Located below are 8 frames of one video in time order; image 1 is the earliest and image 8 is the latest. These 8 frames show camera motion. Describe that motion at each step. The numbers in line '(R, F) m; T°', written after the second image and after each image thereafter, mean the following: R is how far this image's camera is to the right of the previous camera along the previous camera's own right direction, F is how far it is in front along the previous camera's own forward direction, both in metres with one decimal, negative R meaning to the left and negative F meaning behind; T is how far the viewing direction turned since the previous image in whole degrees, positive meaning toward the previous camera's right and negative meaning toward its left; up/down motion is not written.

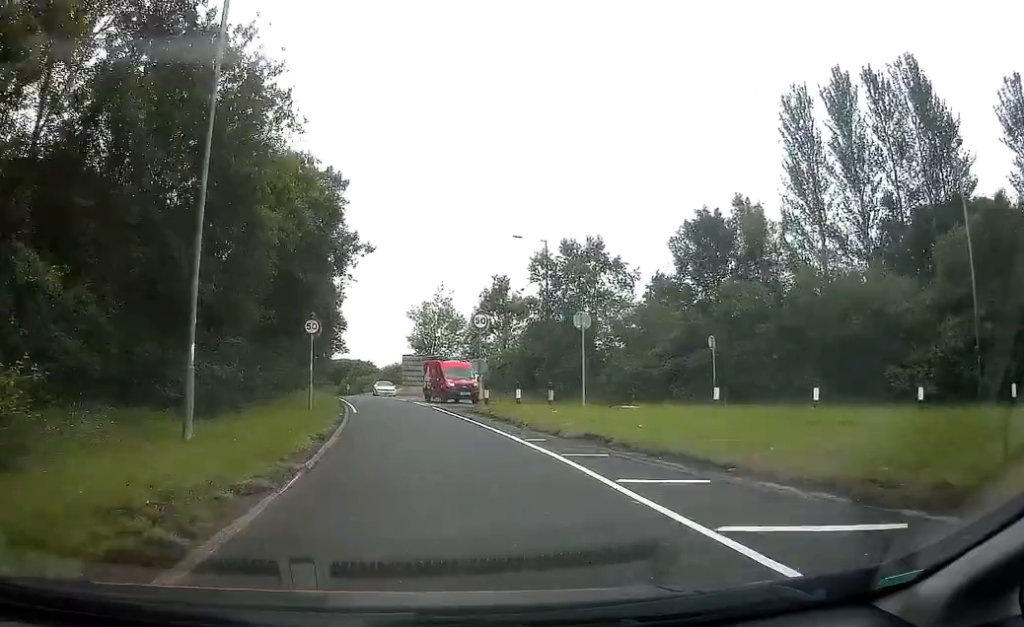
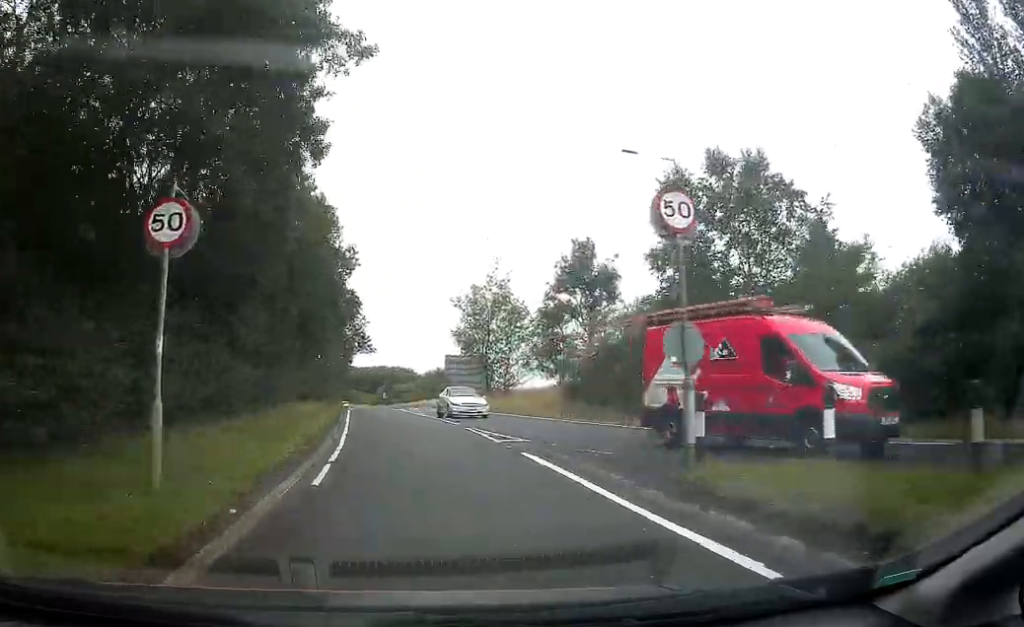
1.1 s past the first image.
(-0.6, +18.5) m; -2°
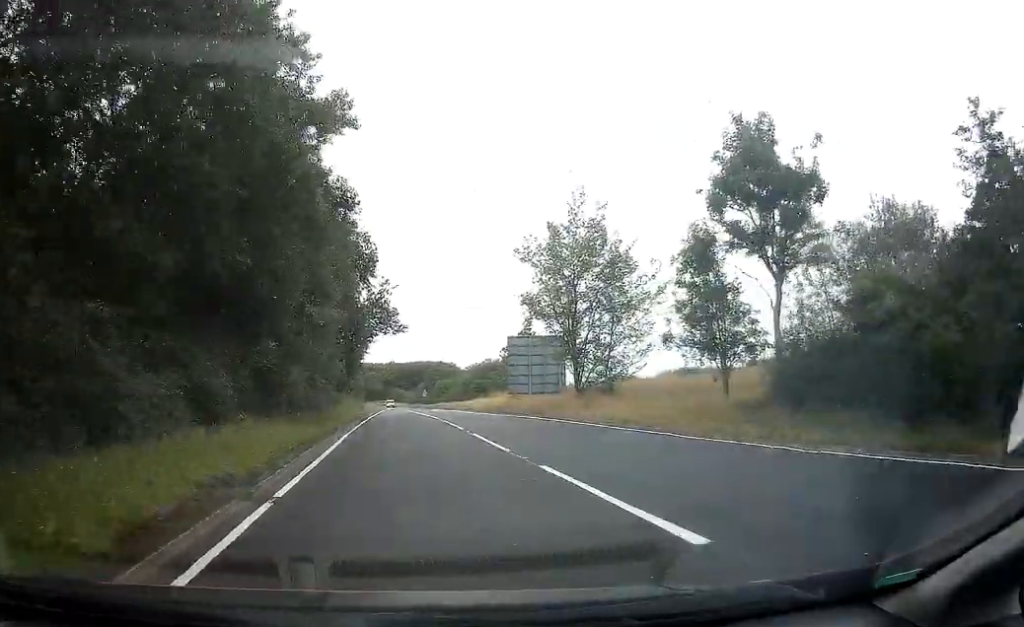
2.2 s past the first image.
(-0.3, +20.2) m; -3°
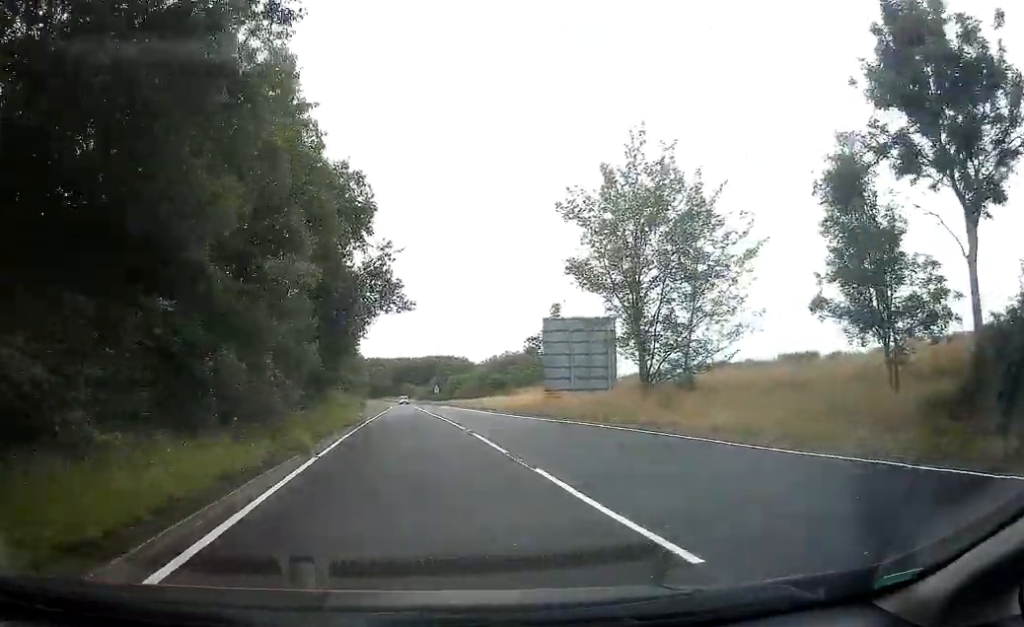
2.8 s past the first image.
(-0.3, +9.8) m; -2°
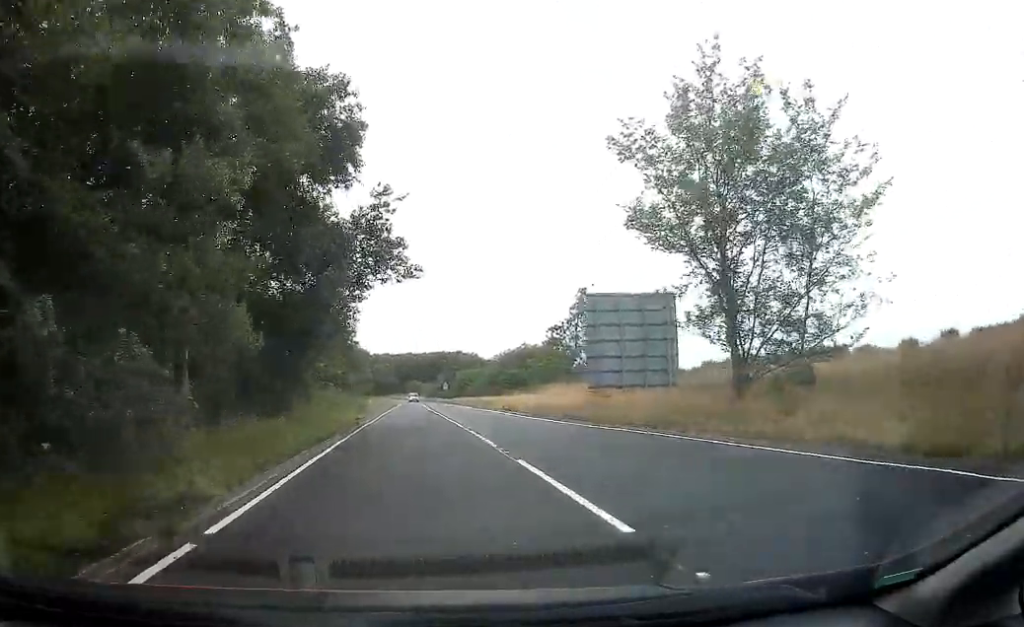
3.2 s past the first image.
(-0.1, +7.4) m; -1°
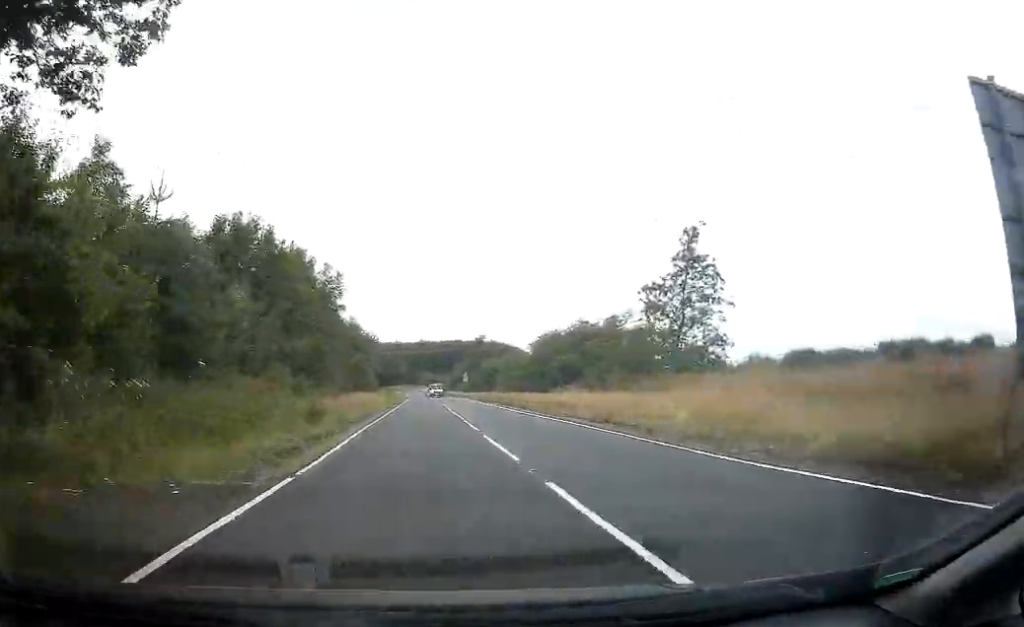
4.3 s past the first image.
(-0.3, +20.9) m; -1°
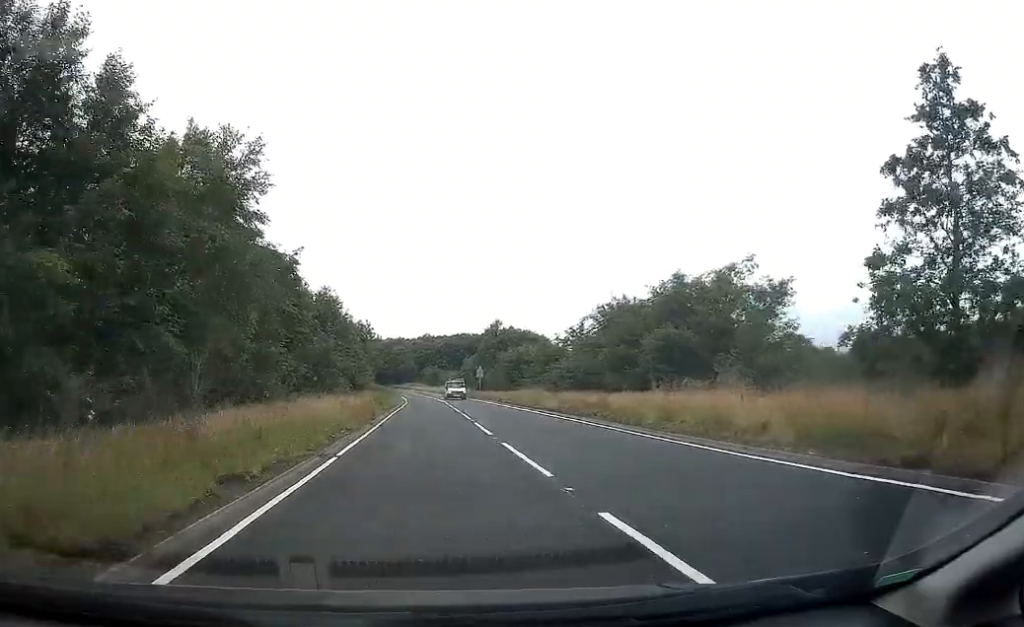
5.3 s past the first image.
(-0.1, +21.1) m; -1°
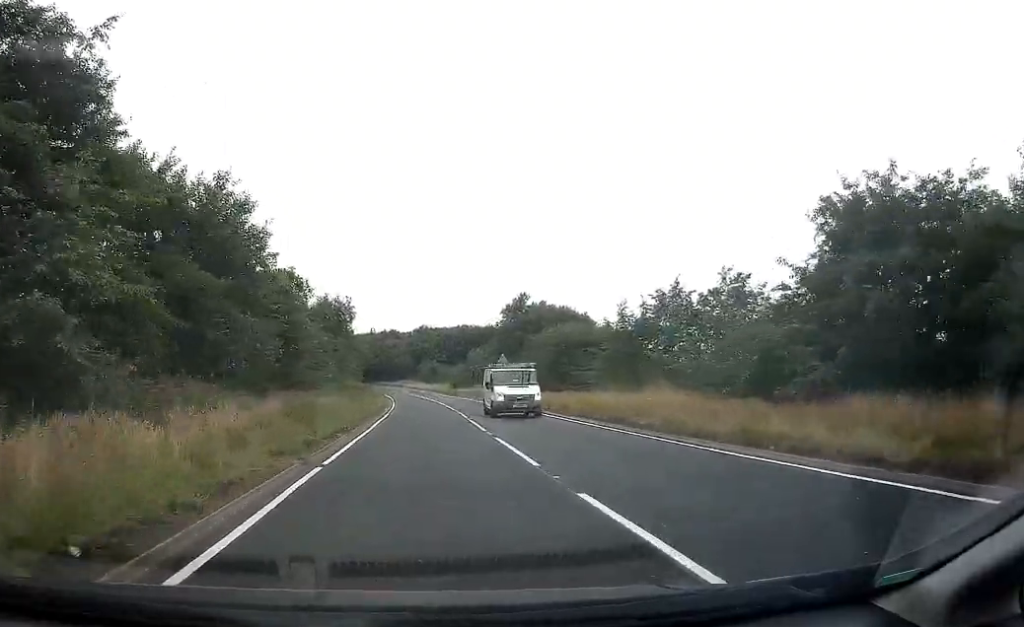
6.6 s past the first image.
(-0.2, +25.9) m; -1°
